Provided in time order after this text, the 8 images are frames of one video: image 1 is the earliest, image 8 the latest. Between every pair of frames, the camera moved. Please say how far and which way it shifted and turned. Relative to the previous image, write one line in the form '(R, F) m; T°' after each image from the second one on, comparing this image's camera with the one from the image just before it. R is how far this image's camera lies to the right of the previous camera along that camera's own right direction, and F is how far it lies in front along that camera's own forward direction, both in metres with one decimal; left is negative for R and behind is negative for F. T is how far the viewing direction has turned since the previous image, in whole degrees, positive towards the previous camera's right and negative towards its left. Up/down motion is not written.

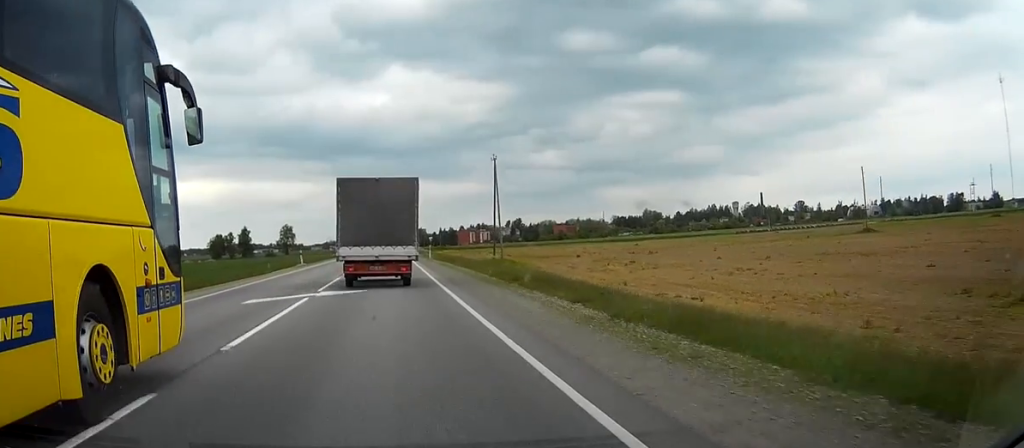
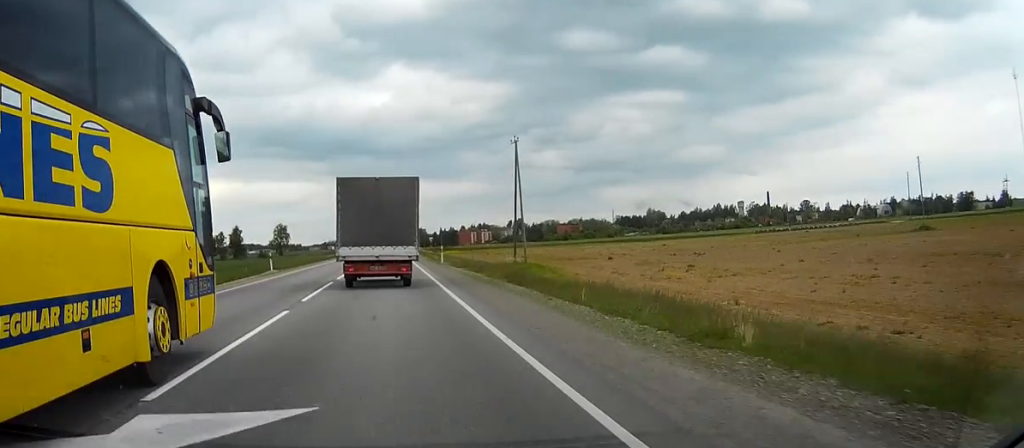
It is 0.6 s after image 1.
(0.0, +15.9) m; 0°
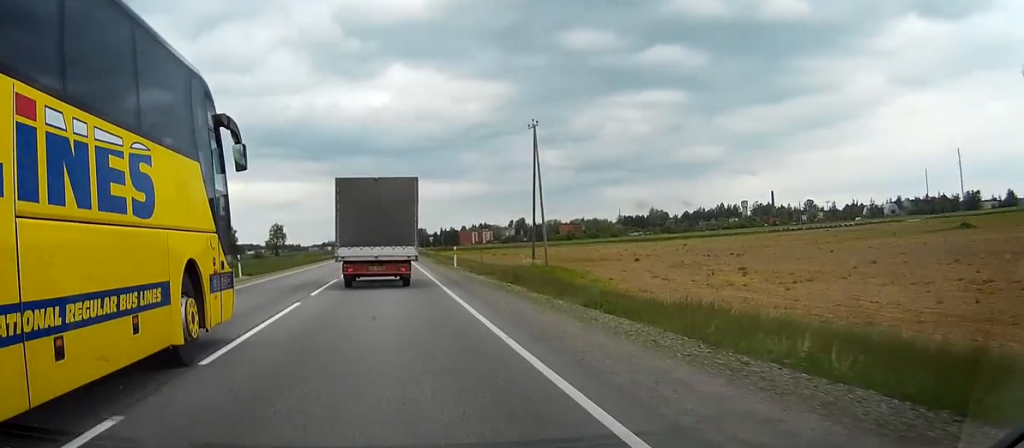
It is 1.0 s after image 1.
(0.0, +9.9) m; 0°
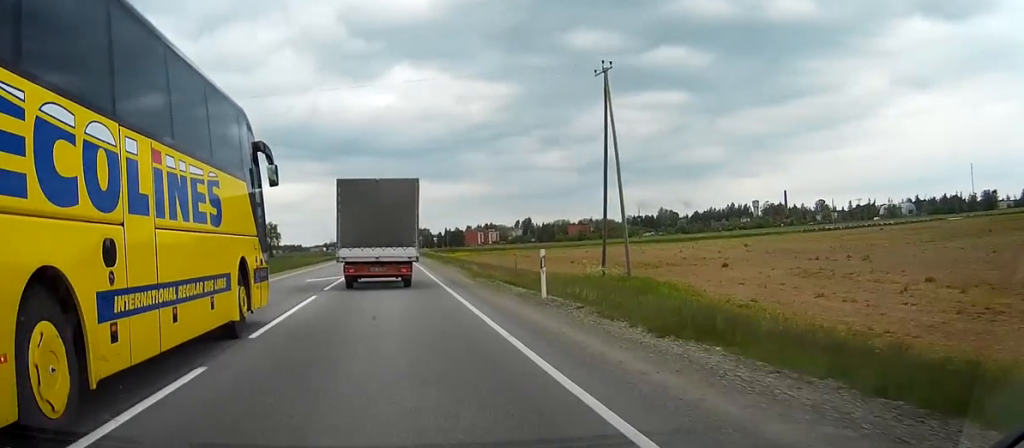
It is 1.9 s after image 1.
(+0.1, +21.4) m; 0°
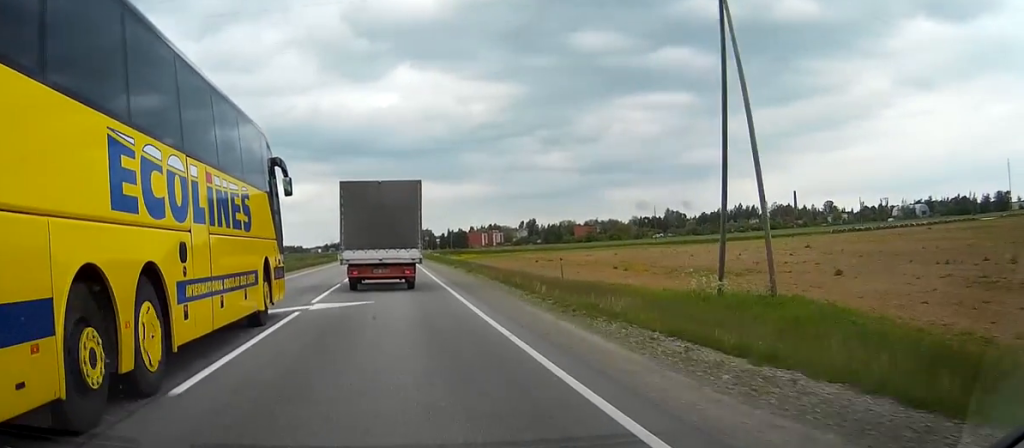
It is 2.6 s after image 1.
(0.0, +16.4) m; 0°
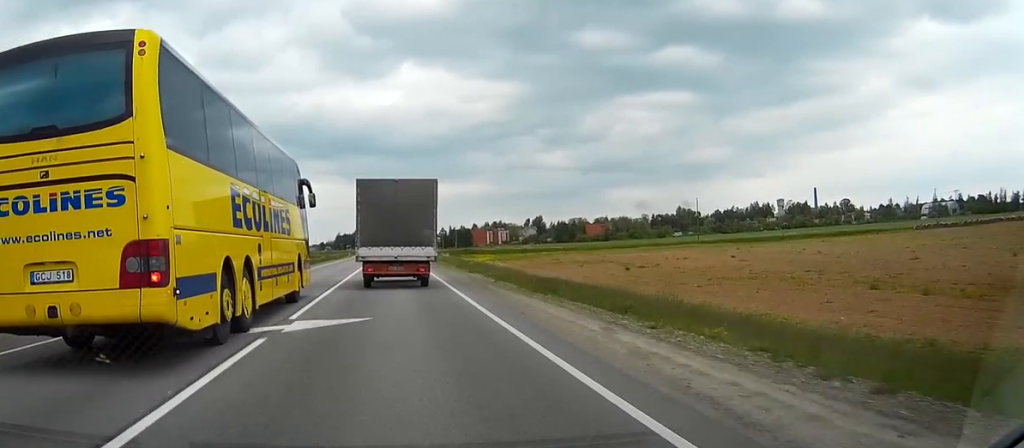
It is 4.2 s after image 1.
(+0.1, +40.9) m; 0°
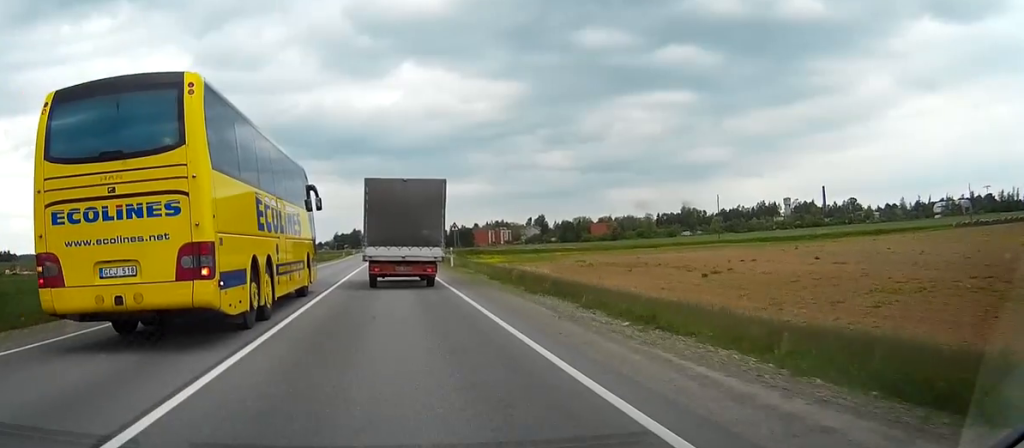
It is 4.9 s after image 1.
(0.0, +16.3) m; 0°
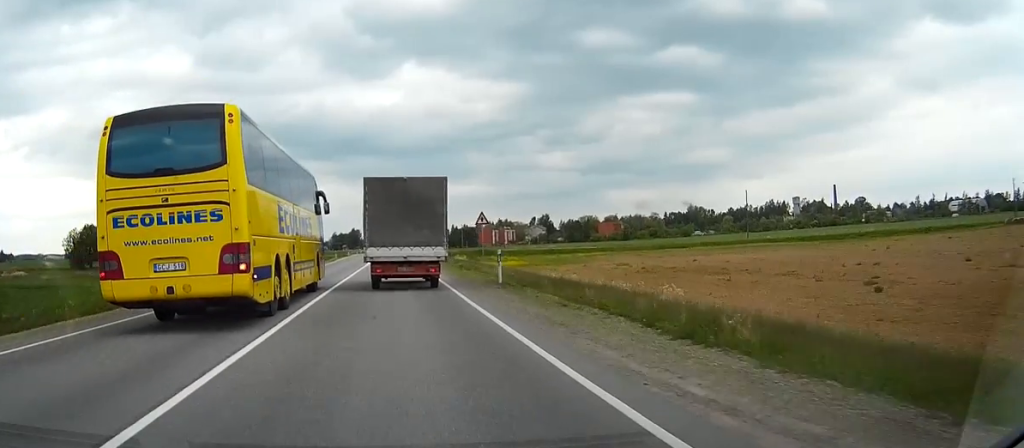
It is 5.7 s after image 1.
(0.0, +18.8) m; 0°
